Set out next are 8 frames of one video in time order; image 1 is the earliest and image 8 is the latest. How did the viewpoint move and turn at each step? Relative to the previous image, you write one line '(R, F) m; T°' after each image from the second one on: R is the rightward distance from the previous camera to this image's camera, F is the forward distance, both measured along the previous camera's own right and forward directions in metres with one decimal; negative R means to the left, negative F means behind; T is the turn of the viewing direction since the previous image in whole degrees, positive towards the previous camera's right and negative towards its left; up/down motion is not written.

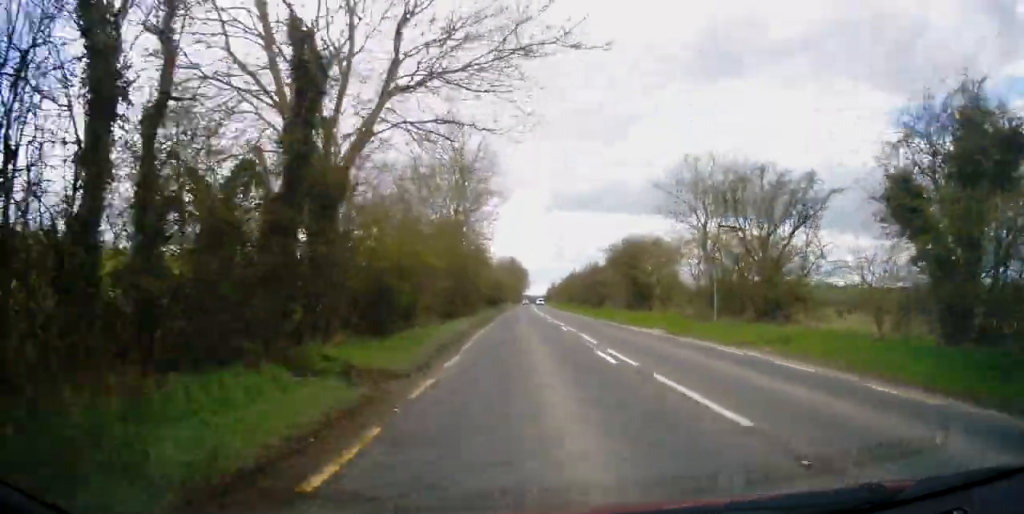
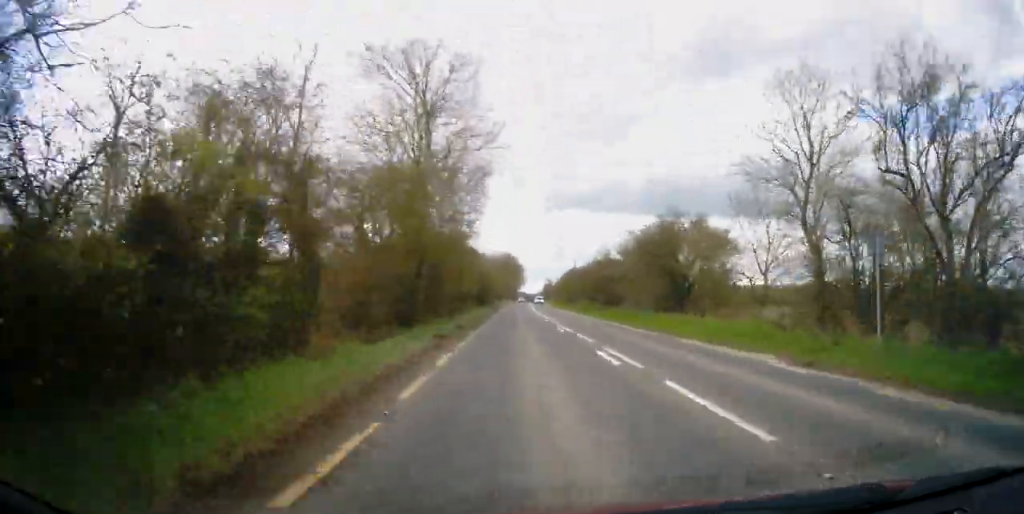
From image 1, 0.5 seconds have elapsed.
(+0.1, +12.3) m; 0°
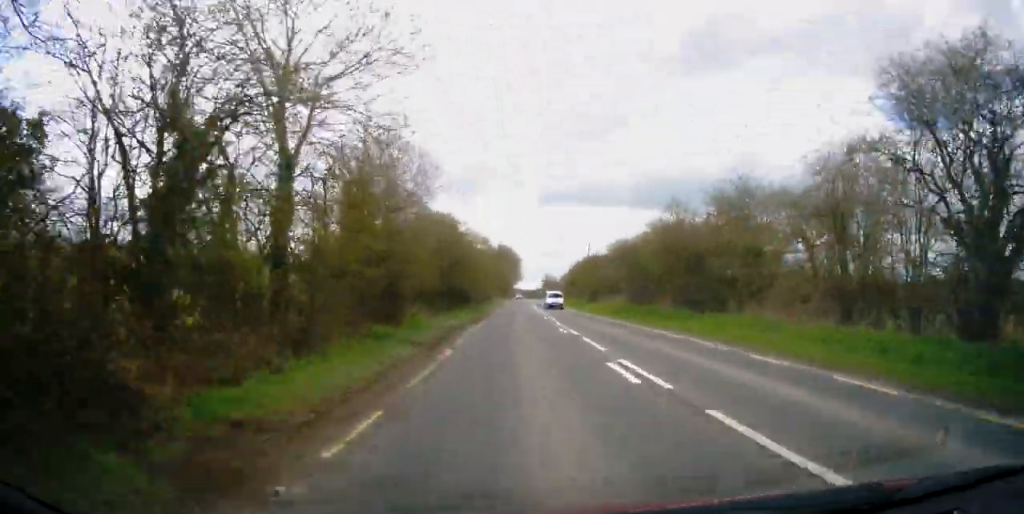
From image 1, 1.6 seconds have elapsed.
(0.0, +26.3) m; 0°
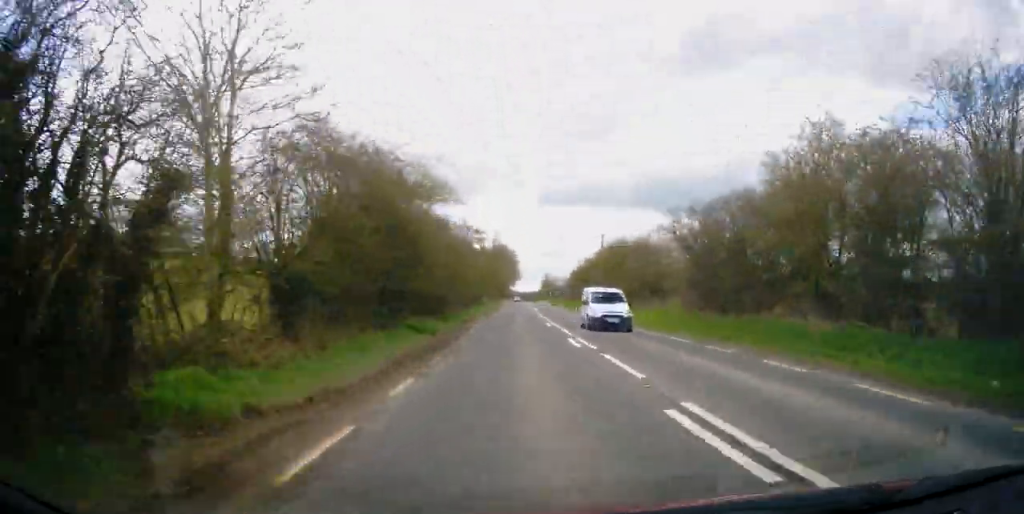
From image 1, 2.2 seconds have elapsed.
(0.0, +16.7) m; 0°
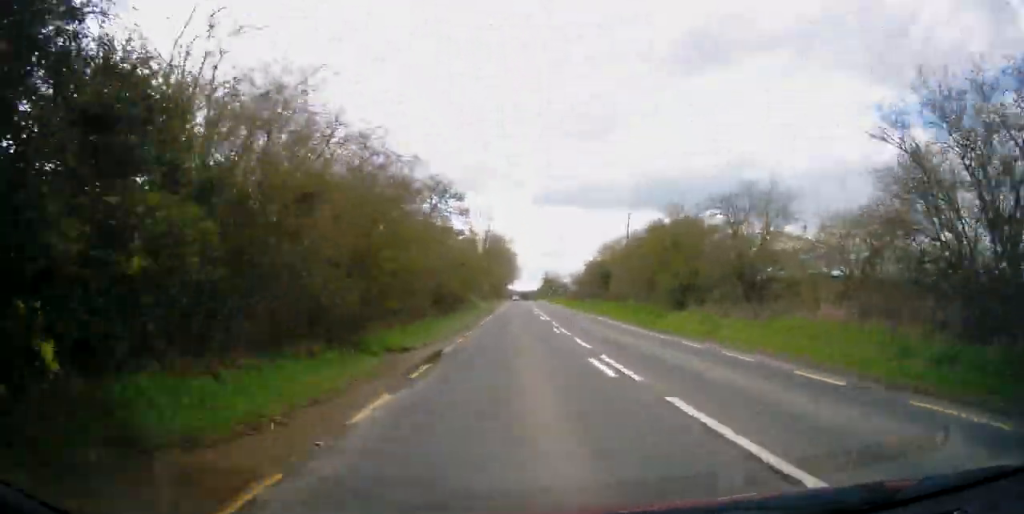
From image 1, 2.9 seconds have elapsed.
(+0.1, +17.6) m; +1°
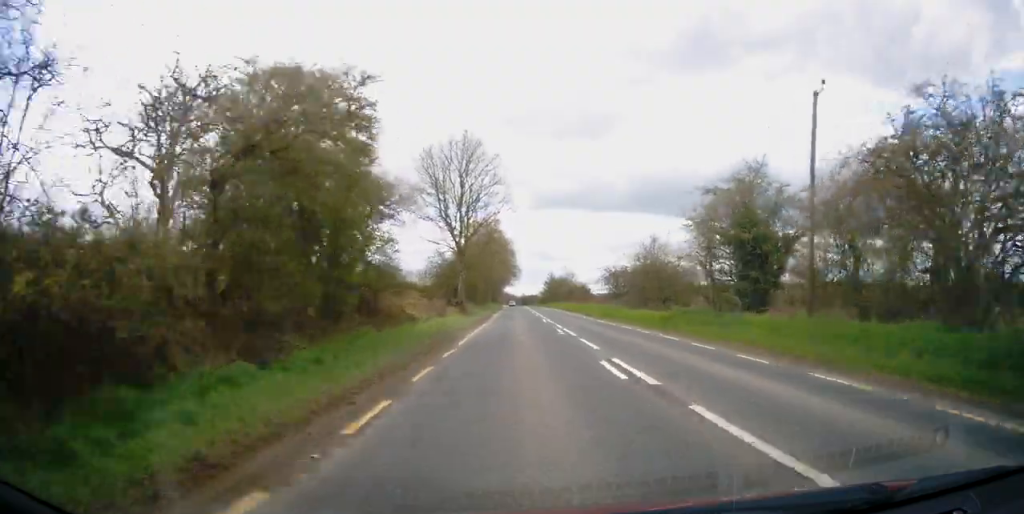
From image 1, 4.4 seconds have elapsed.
(+0.6, +36.3) m; +1°
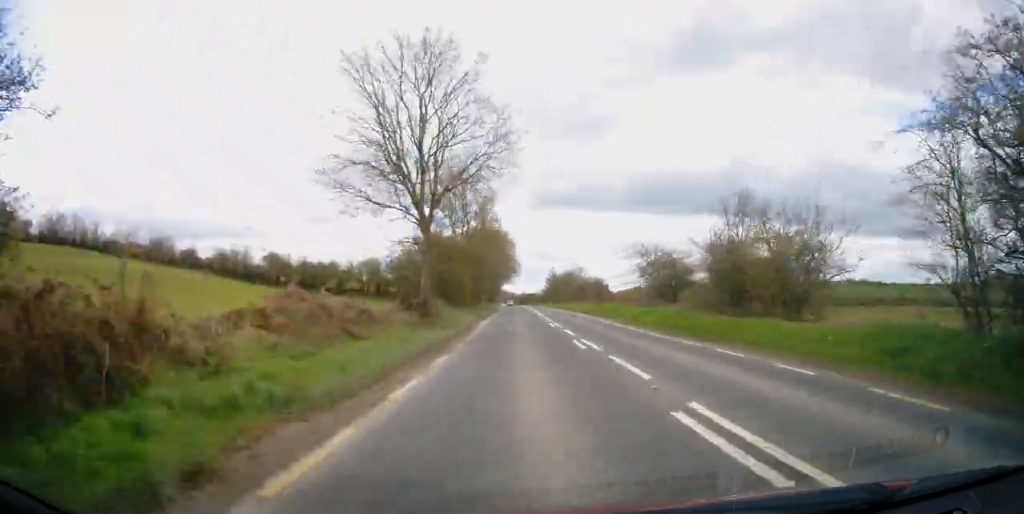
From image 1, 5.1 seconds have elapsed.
(-0.2, +17.7) m; -1°
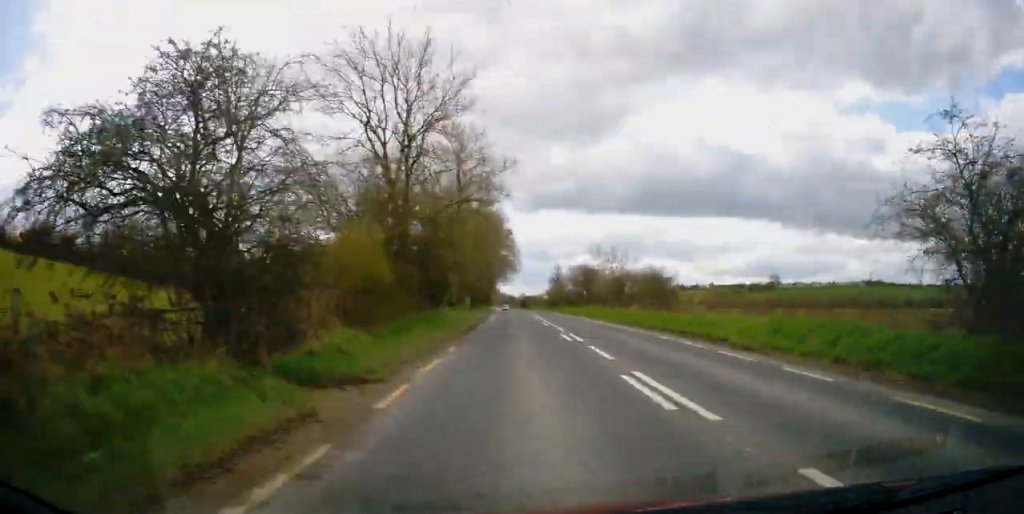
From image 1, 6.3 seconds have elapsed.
(-0.3, +32.0) m; 0°
